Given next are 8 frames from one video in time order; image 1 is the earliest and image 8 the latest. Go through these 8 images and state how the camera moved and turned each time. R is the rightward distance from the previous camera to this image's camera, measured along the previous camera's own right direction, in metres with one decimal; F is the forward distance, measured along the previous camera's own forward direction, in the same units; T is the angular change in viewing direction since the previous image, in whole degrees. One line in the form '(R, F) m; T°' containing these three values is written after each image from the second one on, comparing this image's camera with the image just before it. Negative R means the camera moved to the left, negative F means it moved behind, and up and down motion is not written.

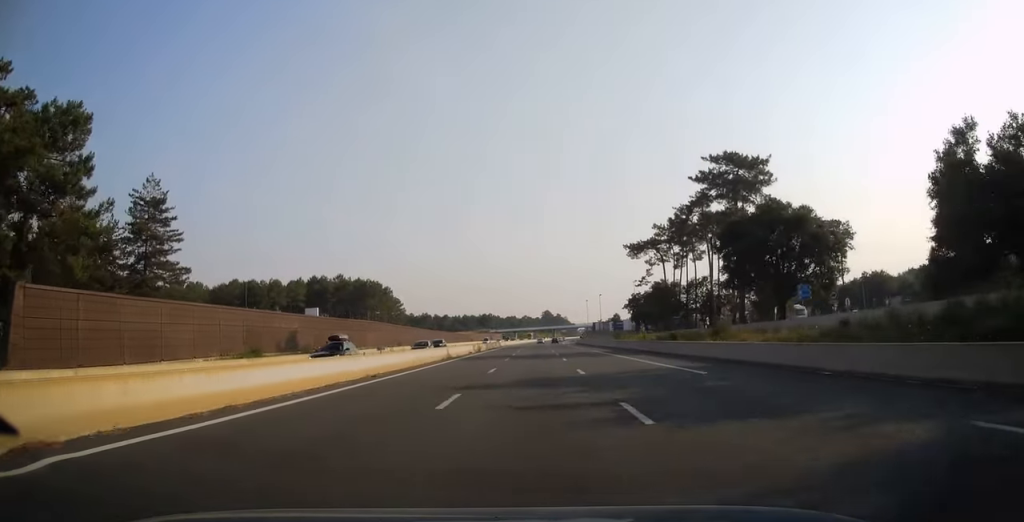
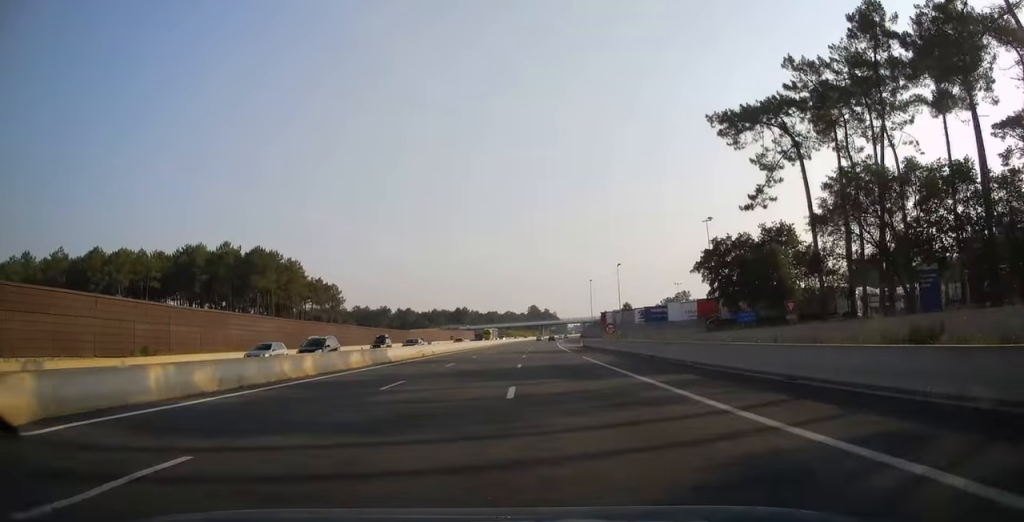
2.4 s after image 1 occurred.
(+1.0, +72.7) m; +1°
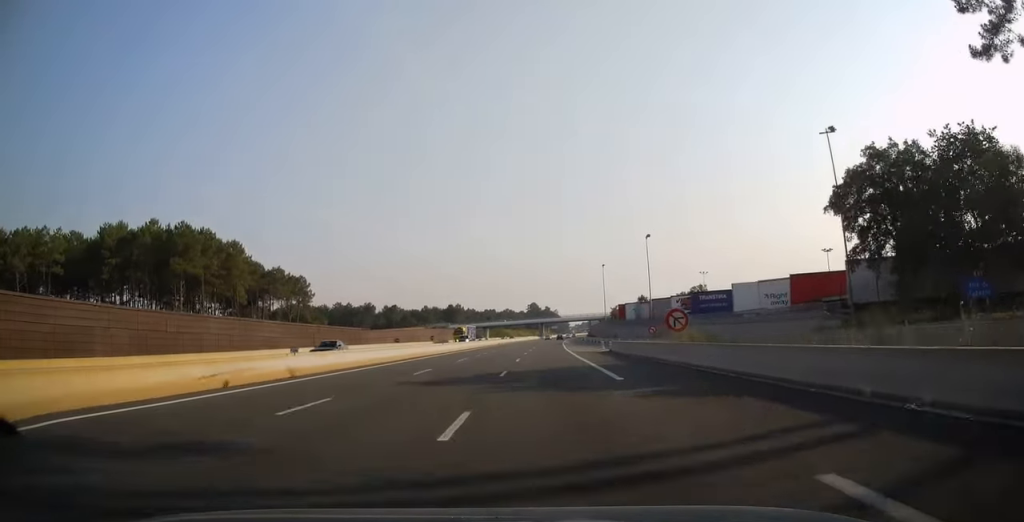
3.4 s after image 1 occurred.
(-0.1, +31.0) m; 0°
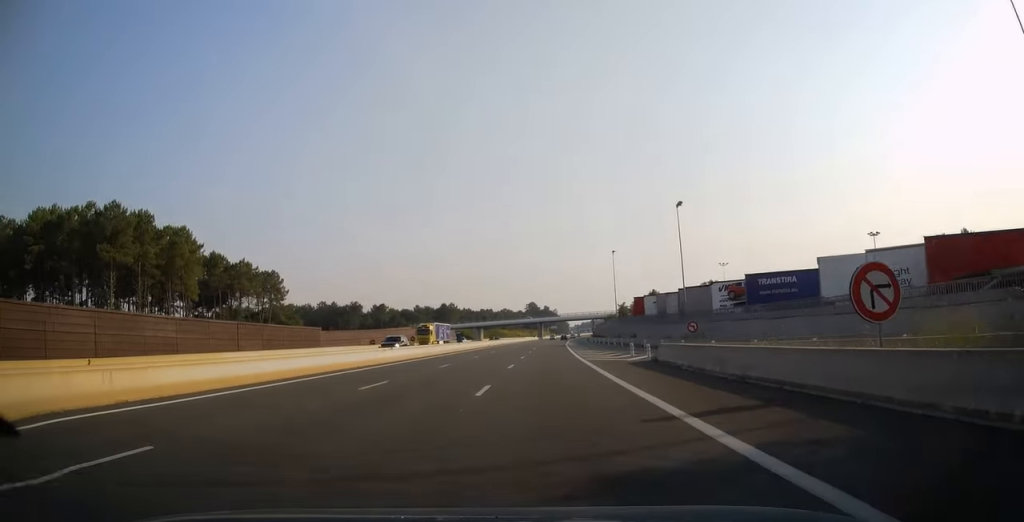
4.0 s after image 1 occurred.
(-0.1, +19.7) m; 0°
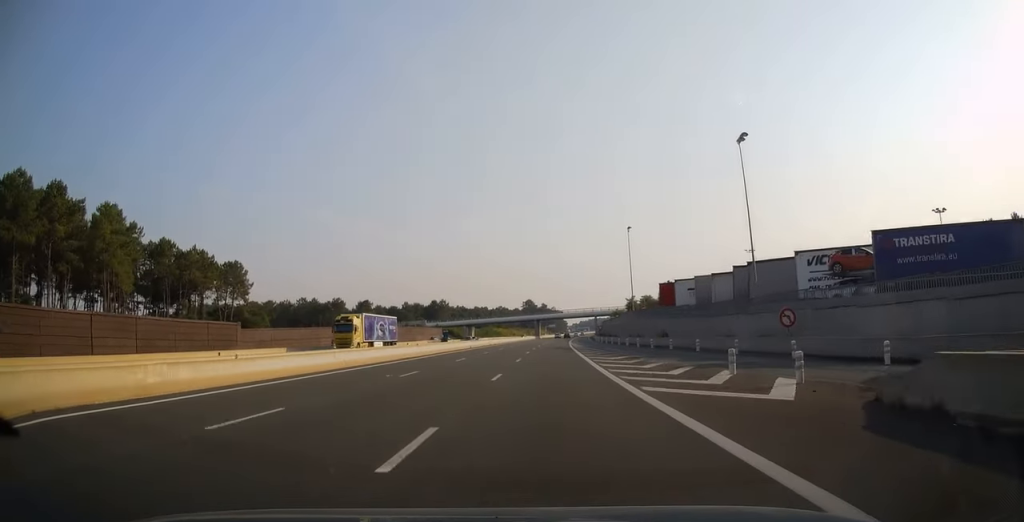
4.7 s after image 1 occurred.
(0.0, +21.0) m; 0°
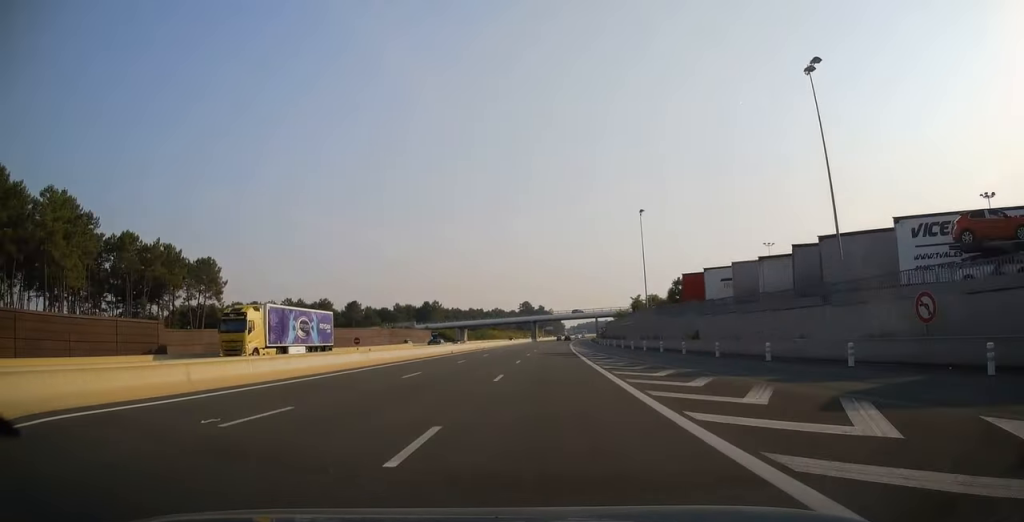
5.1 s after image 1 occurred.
(+0.1, +12.5) m; 0°
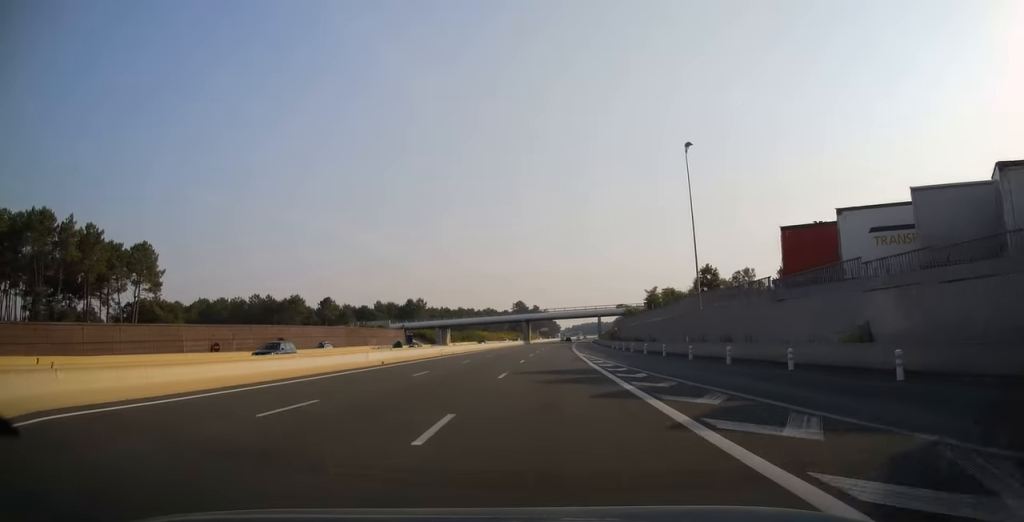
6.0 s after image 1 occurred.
(+0.1, +24.3) m; +1°
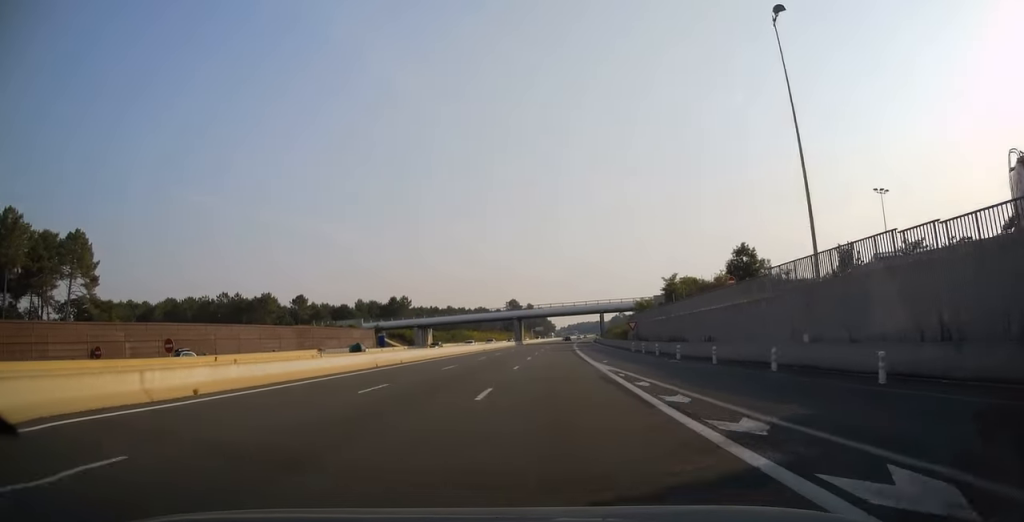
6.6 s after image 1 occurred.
(+0.1, +19.8) m; +1°
